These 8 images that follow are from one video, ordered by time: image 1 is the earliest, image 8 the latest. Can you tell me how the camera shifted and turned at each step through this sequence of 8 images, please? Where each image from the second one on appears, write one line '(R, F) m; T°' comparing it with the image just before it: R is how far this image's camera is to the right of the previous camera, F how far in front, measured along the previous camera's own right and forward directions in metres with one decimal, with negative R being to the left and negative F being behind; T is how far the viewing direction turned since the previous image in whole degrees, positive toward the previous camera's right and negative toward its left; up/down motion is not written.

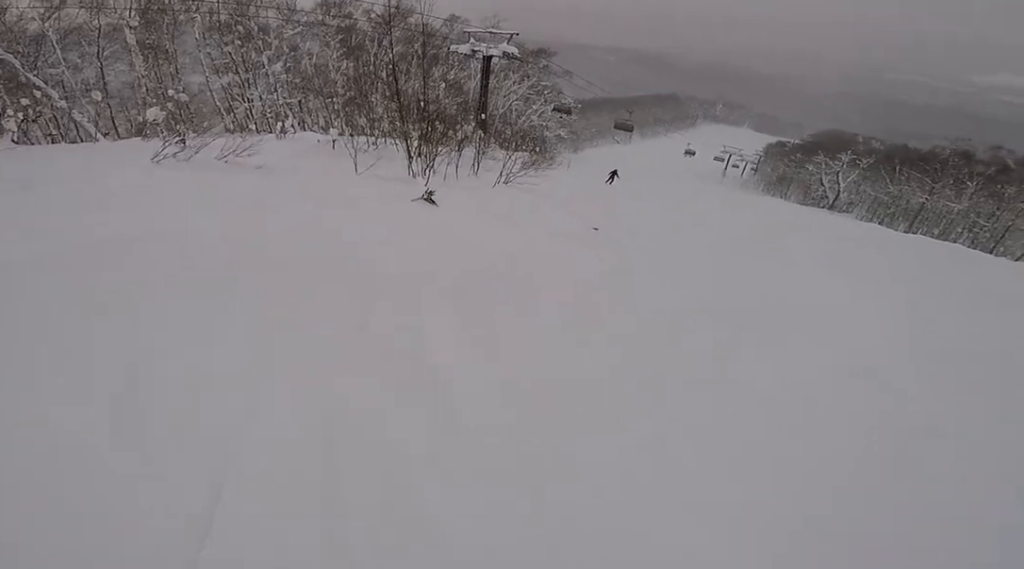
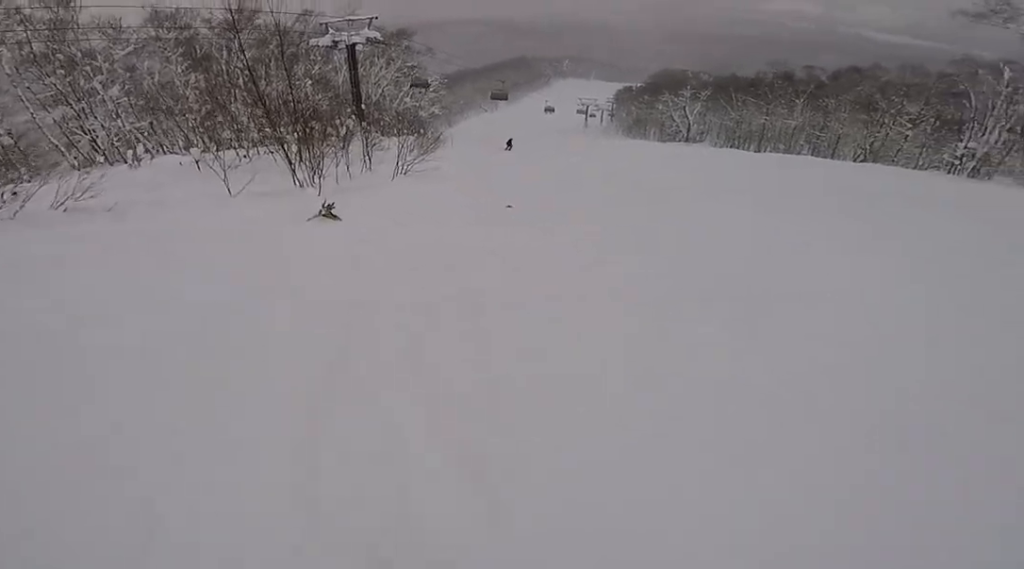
(+0.2, +1.7) m; +15°
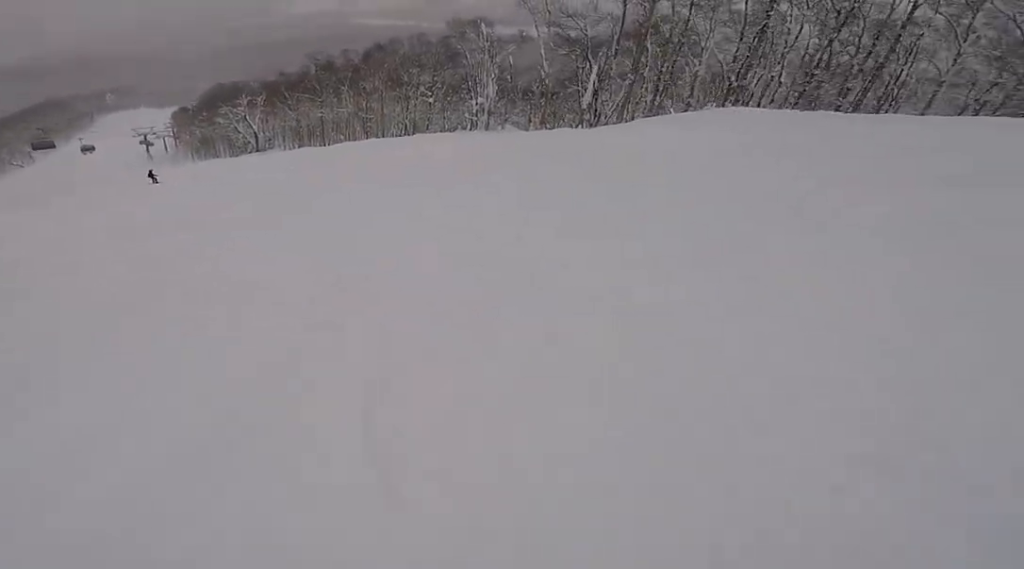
(+1.0, +4.5) m; +22°
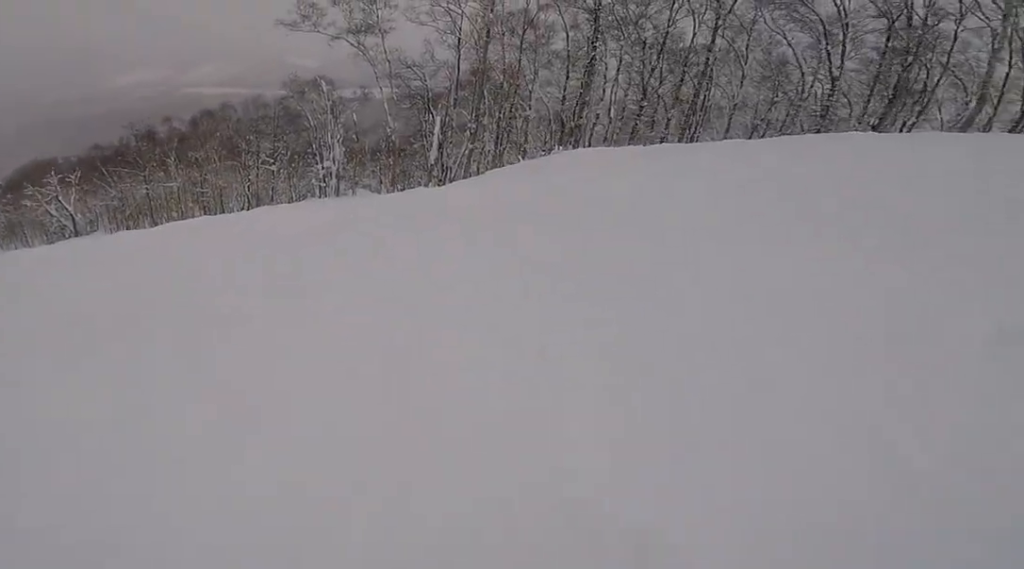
(+0.2, +2.5) m; +8°
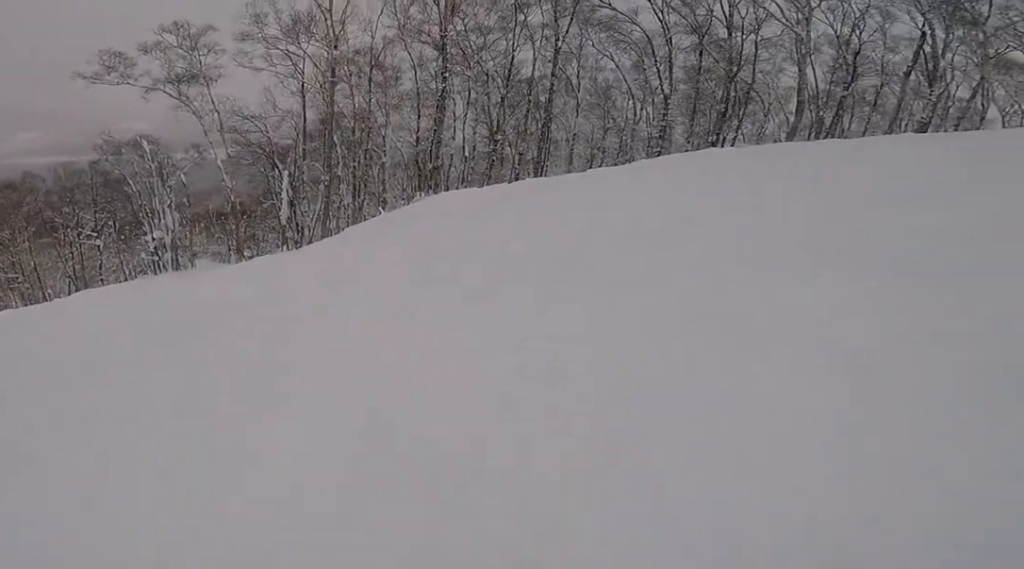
(+0.2, +2.2) m; +5°
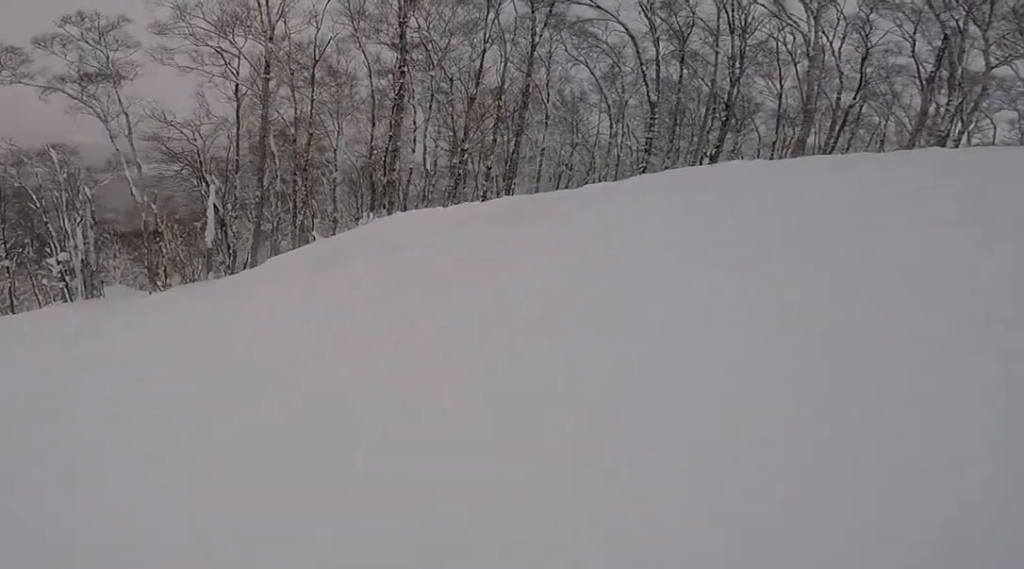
(+0.1, +3.1) m; +1°
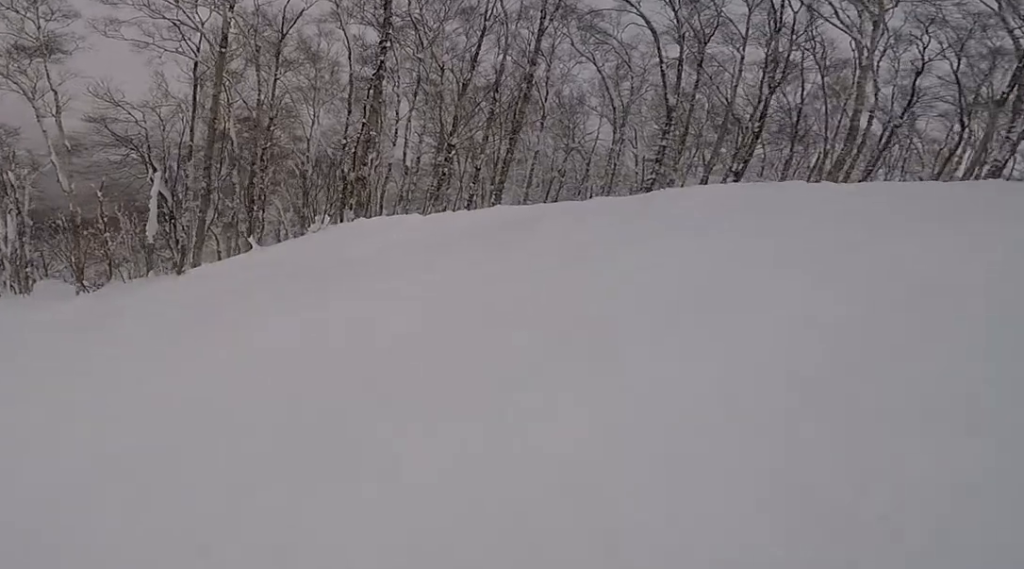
(0.0, +2.2) m; -3°
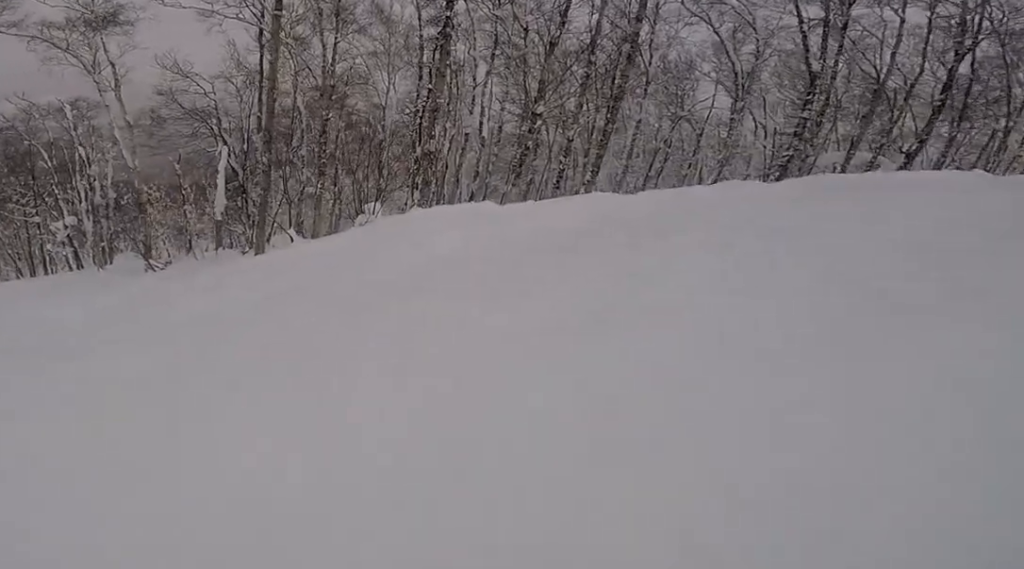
(0.0, +2.0) m; -6°
